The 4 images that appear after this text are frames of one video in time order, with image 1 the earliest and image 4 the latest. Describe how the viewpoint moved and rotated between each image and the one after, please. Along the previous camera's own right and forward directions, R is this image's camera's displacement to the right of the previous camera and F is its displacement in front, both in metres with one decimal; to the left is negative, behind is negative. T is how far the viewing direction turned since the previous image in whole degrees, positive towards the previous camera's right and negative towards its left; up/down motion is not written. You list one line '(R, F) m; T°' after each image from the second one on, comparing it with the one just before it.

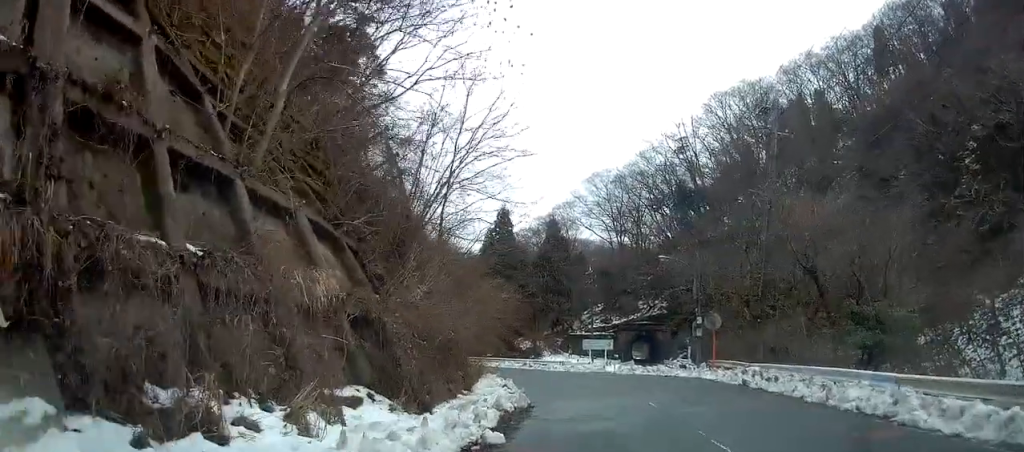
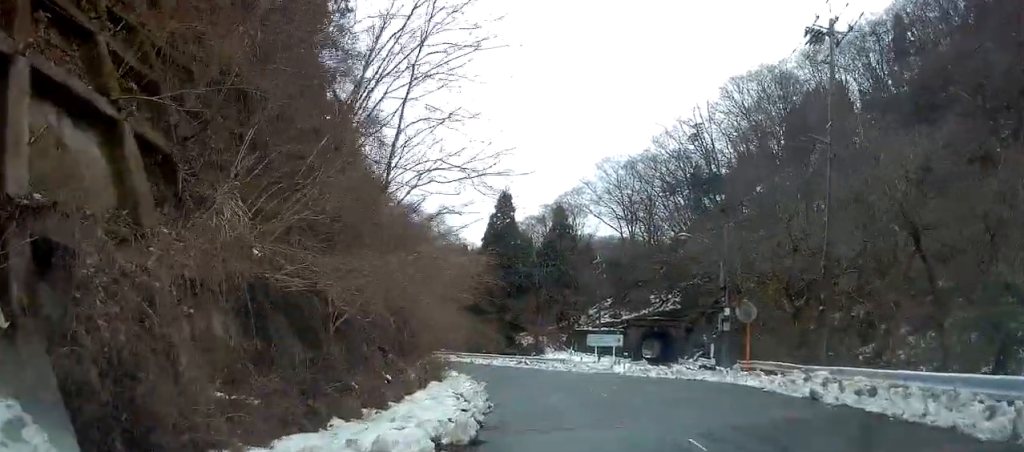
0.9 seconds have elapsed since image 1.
(0.0, +6.9) m; -3°
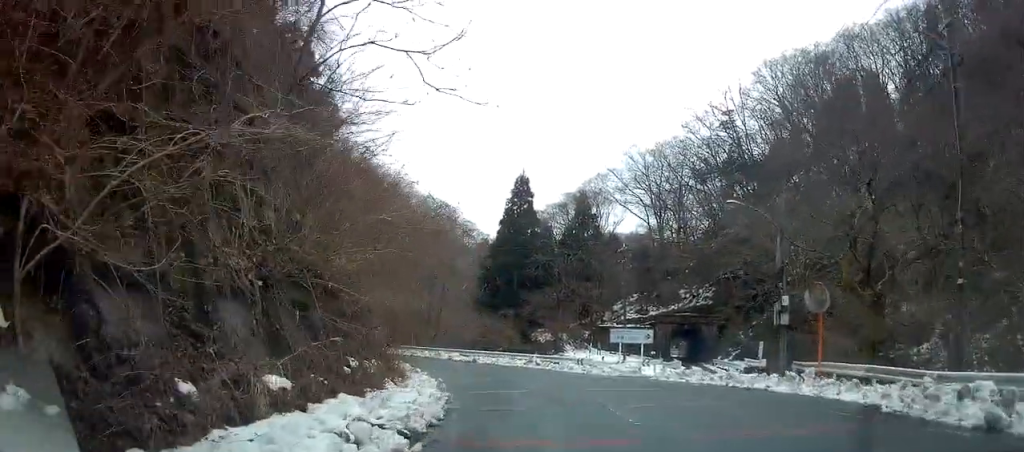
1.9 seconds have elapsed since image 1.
(-0.3, +6.9) m; -5°
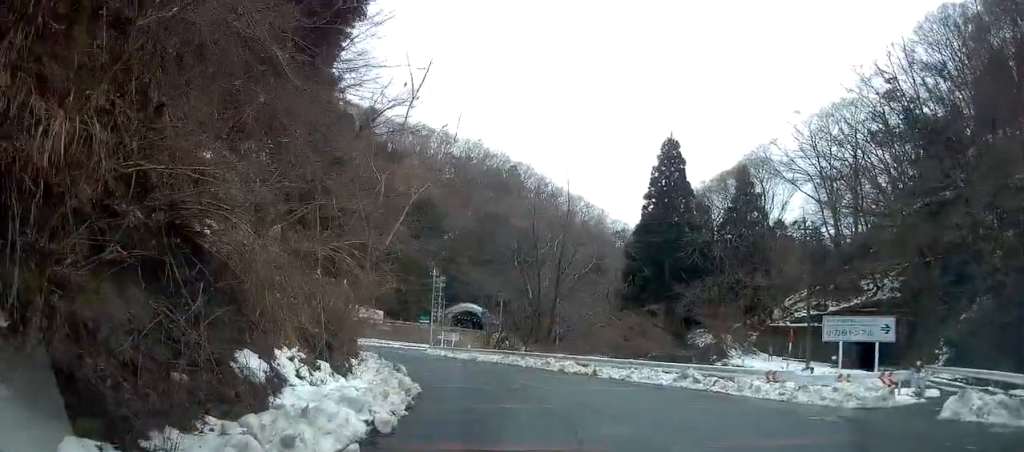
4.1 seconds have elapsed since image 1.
(-2.1, +14.9) m; -19°
